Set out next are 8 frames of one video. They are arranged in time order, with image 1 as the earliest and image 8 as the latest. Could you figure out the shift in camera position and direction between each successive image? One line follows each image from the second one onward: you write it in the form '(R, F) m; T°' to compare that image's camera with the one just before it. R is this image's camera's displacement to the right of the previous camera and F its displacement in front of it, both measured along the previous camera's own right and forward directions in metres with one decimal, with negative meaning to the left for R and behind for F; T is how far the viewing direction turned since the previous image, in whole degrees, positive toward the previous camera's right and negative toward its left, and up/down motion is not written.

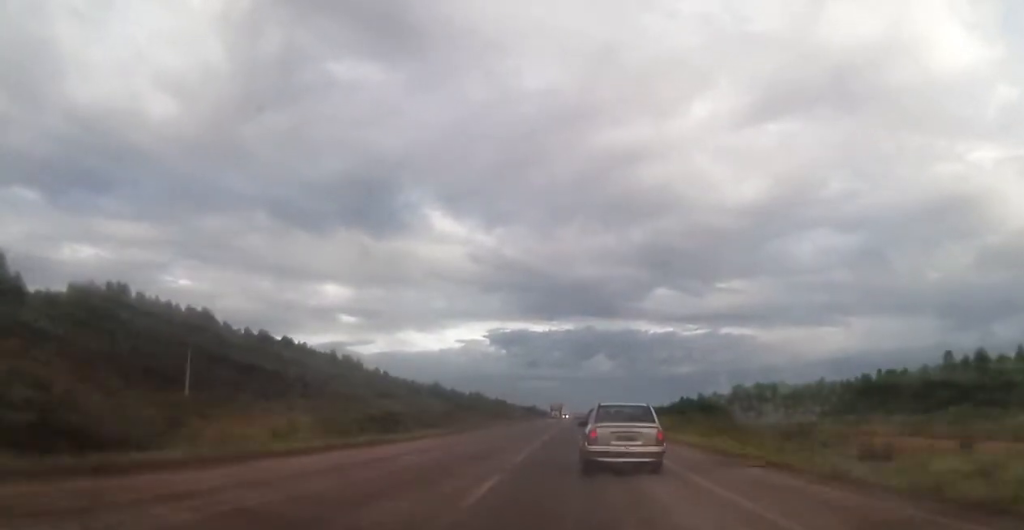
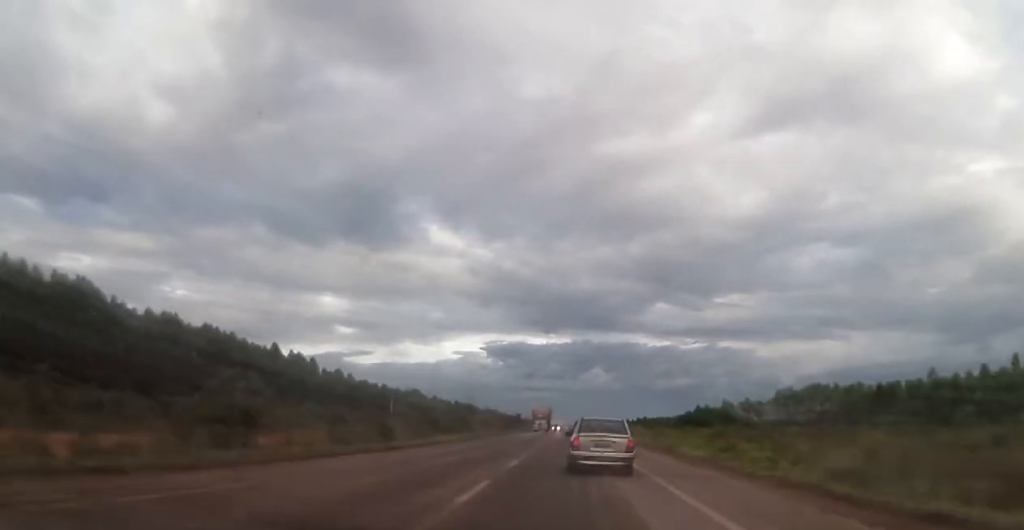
(+0.9, +37.6) m; +2°
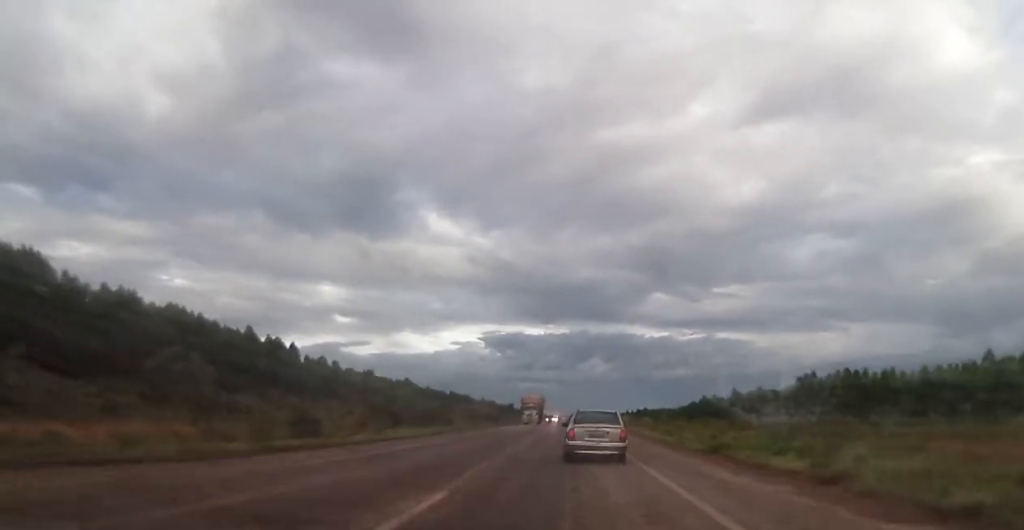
(-0.1, +12.0) m; -1°
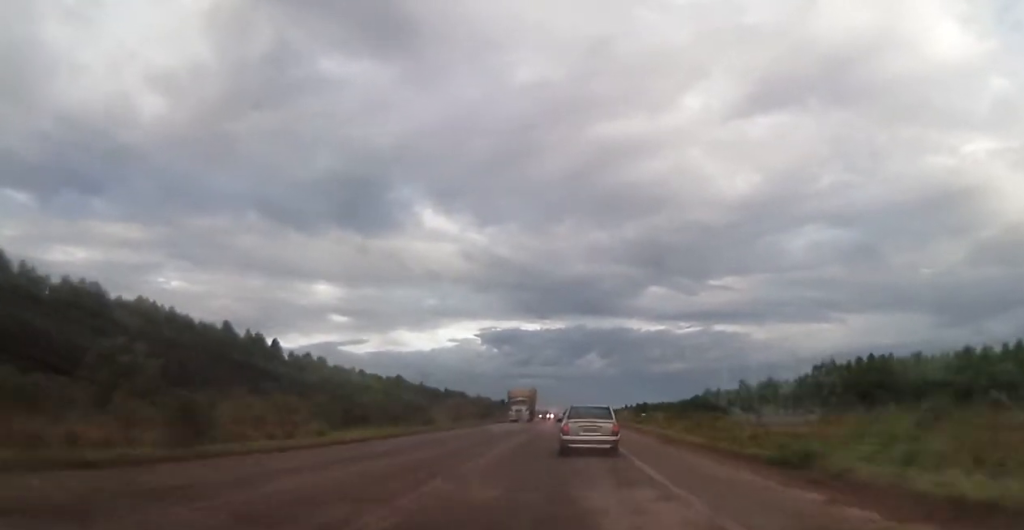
(0.0, +8.6) m; -1°
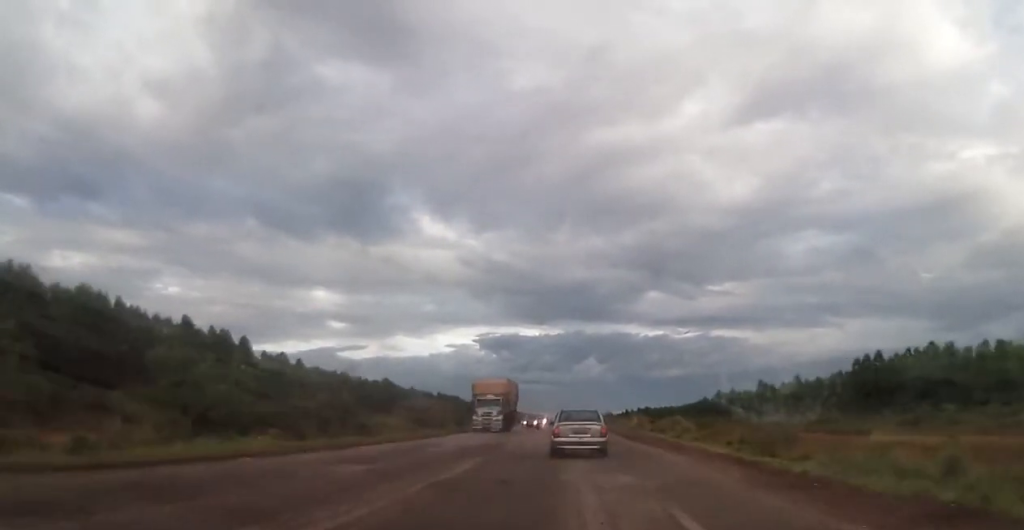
(-0.2, +15.4) m; +1°
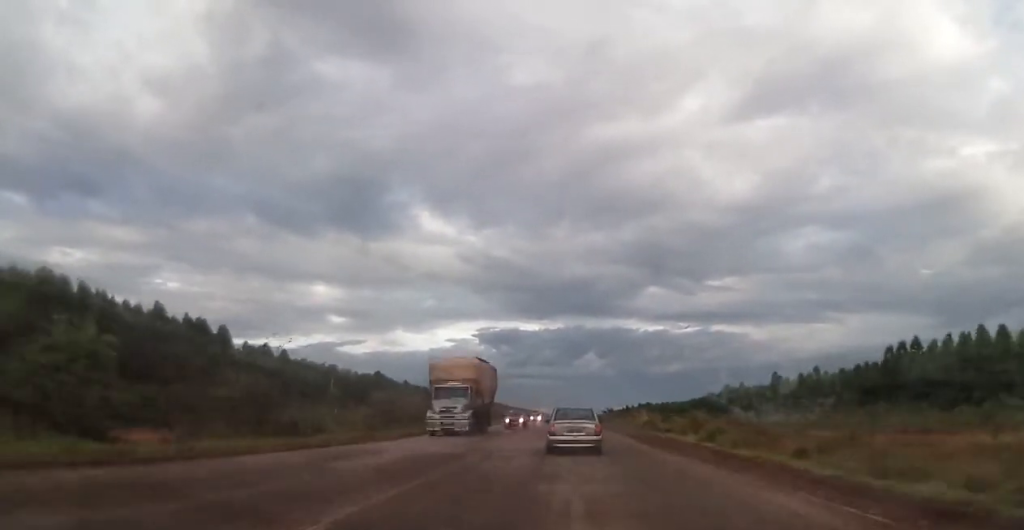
(+0.1, +9.4) m; 0°
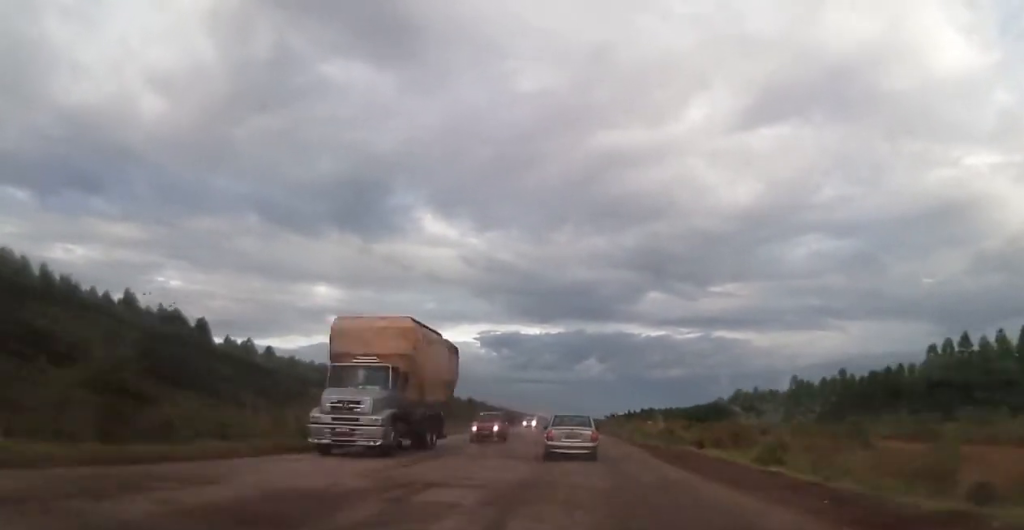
(+0.2, +9.5) m; 0°
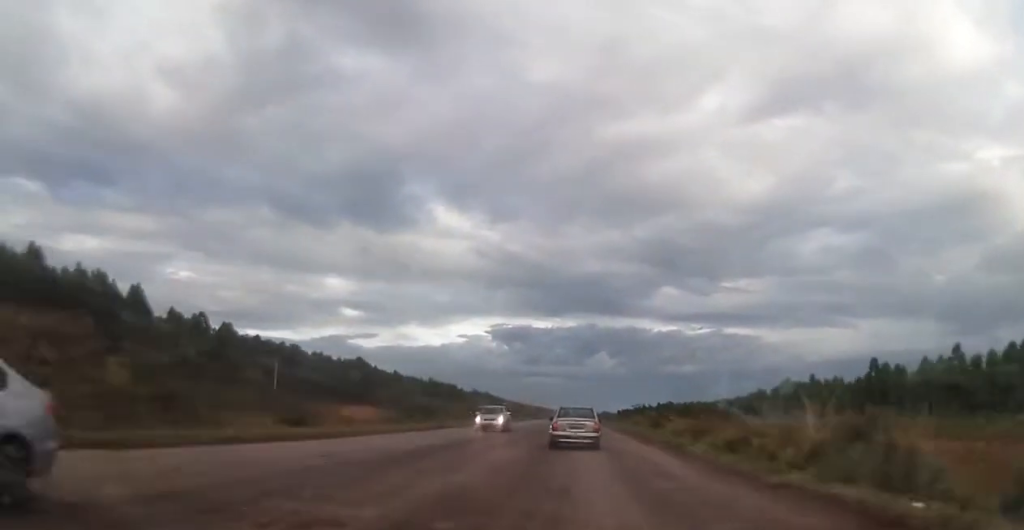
(-0.4, +25.8) m; 0°
